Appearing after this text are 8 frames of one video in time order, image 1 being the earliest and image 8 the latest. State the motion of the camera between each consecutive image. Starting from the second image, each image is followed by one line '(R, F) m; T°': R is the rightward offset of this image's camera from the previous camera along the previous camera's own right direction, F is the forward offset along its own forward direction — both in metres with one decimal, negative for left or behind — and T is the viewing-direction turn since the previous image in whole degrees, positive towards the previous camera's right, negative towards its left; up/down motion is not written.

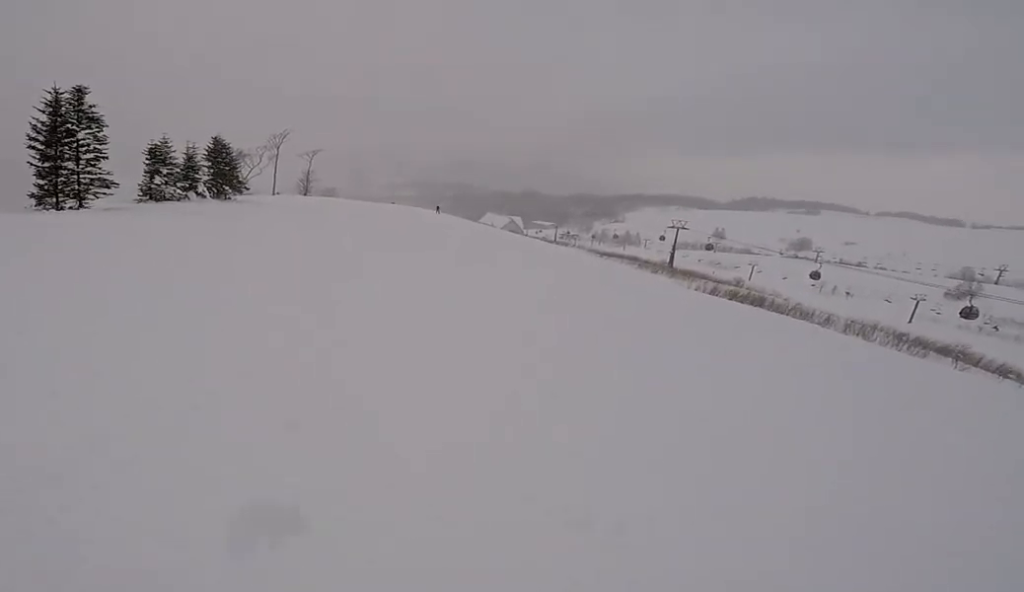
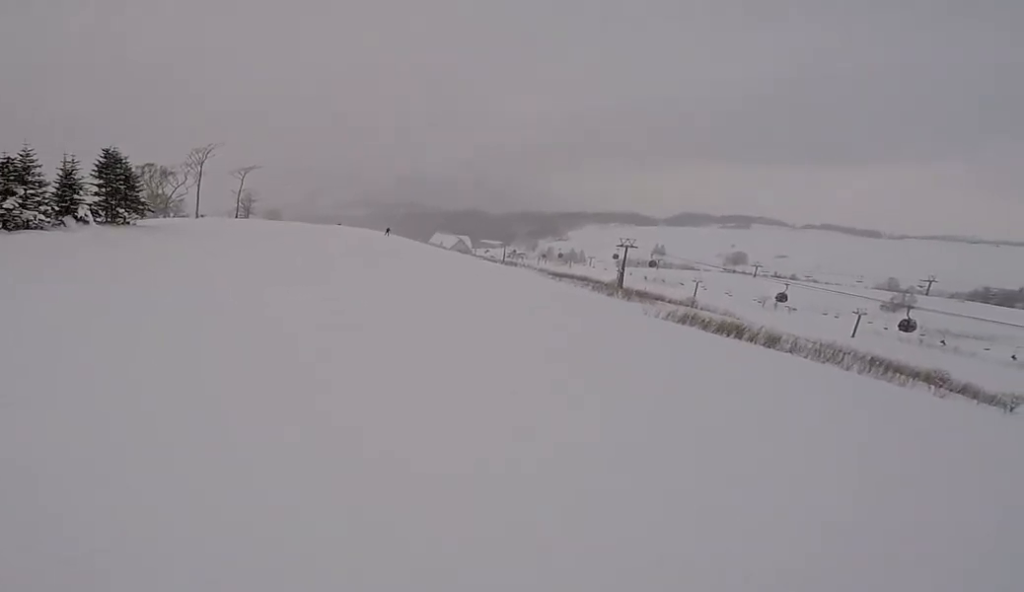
(+0.1, +7.4) m; +6°
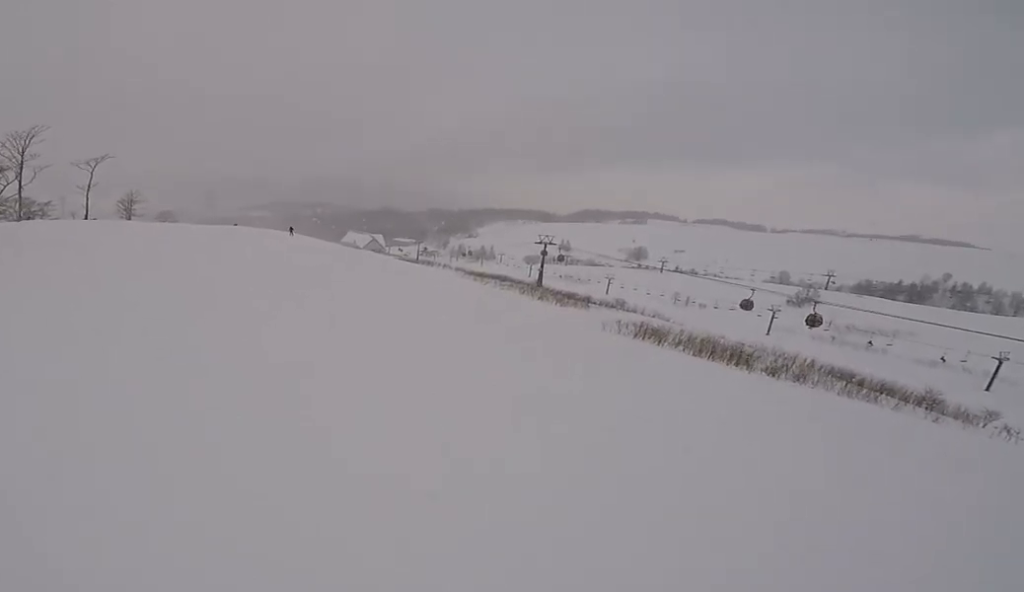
(0.0, +13.5) m; -6°
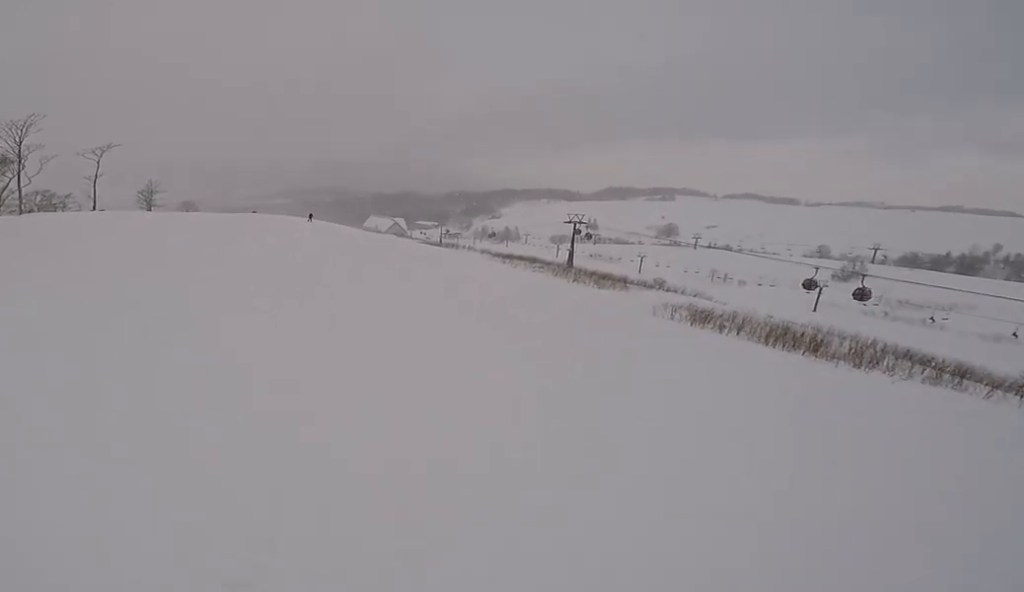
(-0.1, +4.1) m; +1°
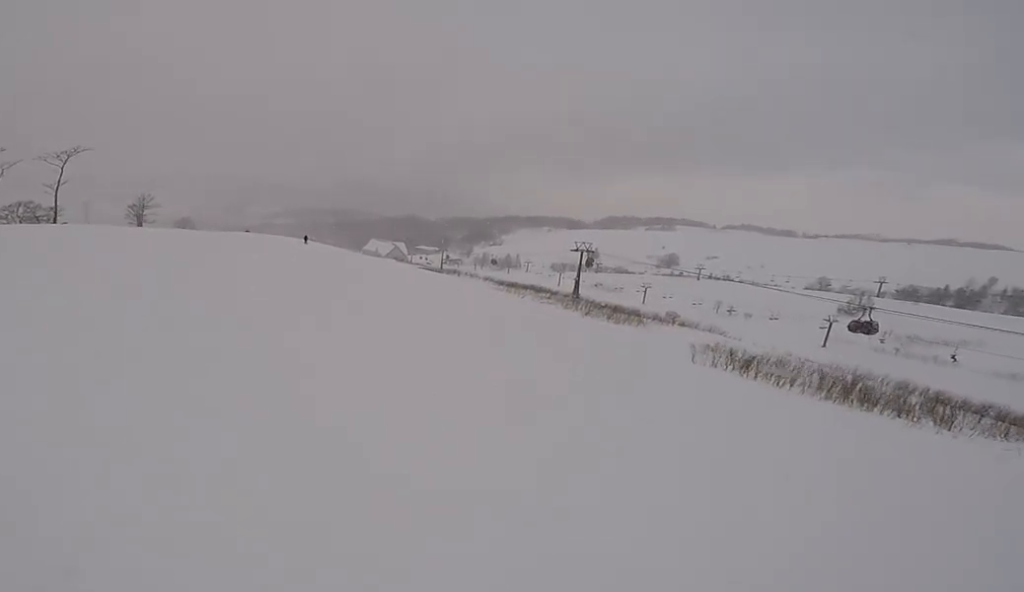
(+0.1, +6.7) m; +4°
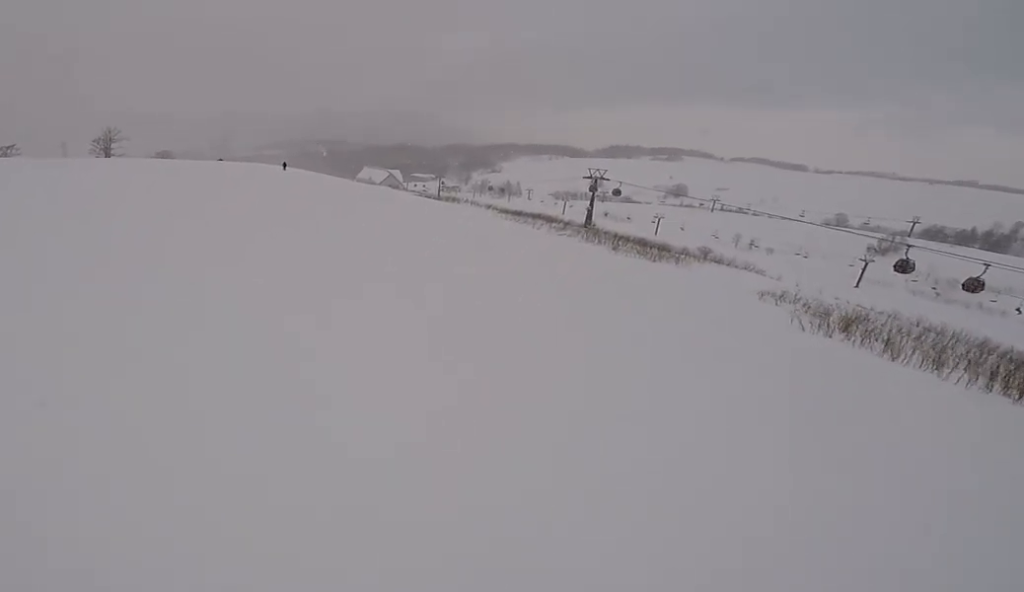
(+0.2, +10.6) m; -1°
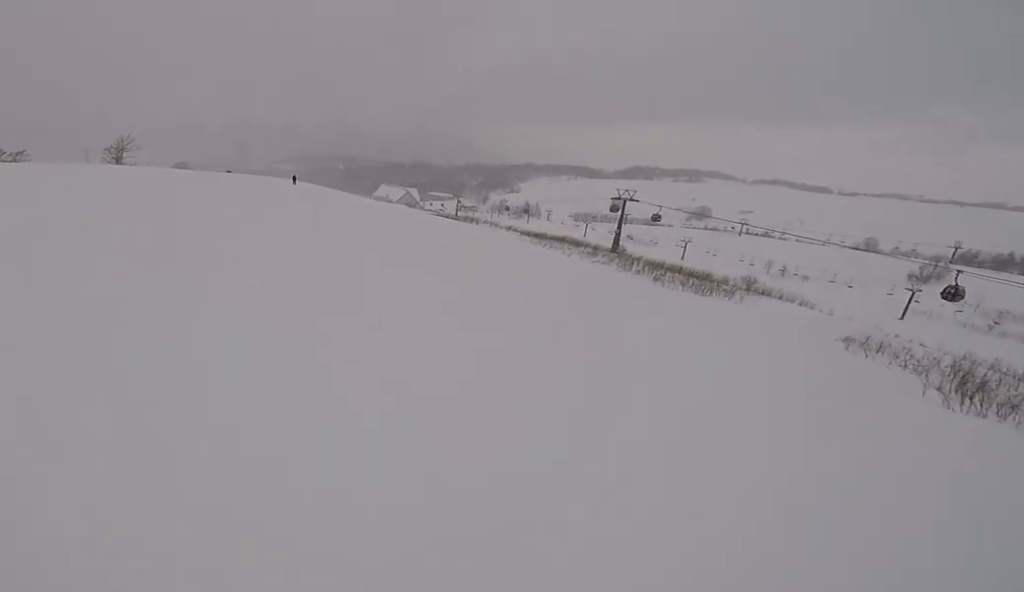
(-0.4, +7.0) m; 0°
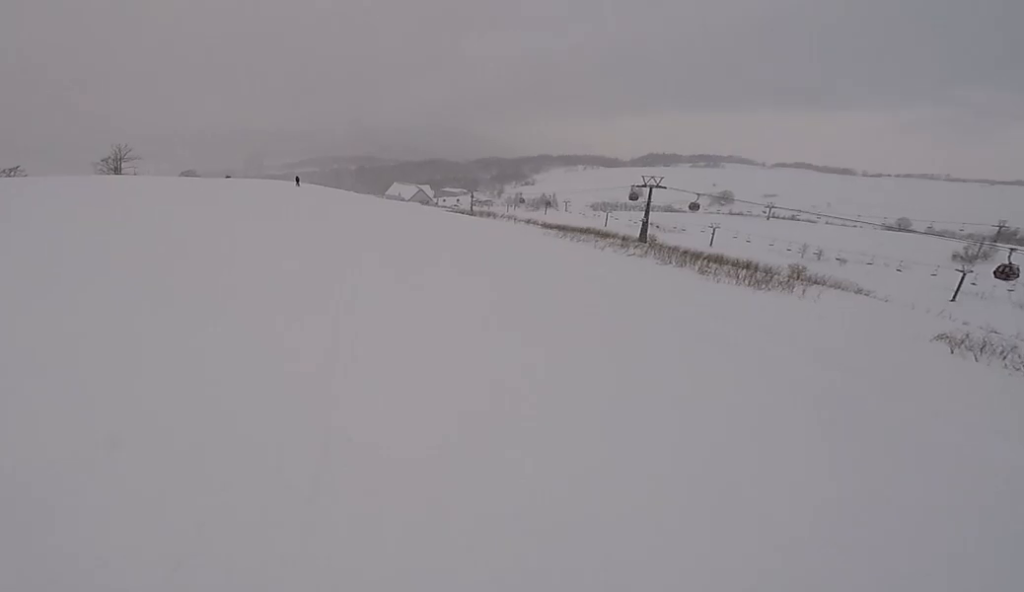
(+0.7, +5.6) m; 0°
